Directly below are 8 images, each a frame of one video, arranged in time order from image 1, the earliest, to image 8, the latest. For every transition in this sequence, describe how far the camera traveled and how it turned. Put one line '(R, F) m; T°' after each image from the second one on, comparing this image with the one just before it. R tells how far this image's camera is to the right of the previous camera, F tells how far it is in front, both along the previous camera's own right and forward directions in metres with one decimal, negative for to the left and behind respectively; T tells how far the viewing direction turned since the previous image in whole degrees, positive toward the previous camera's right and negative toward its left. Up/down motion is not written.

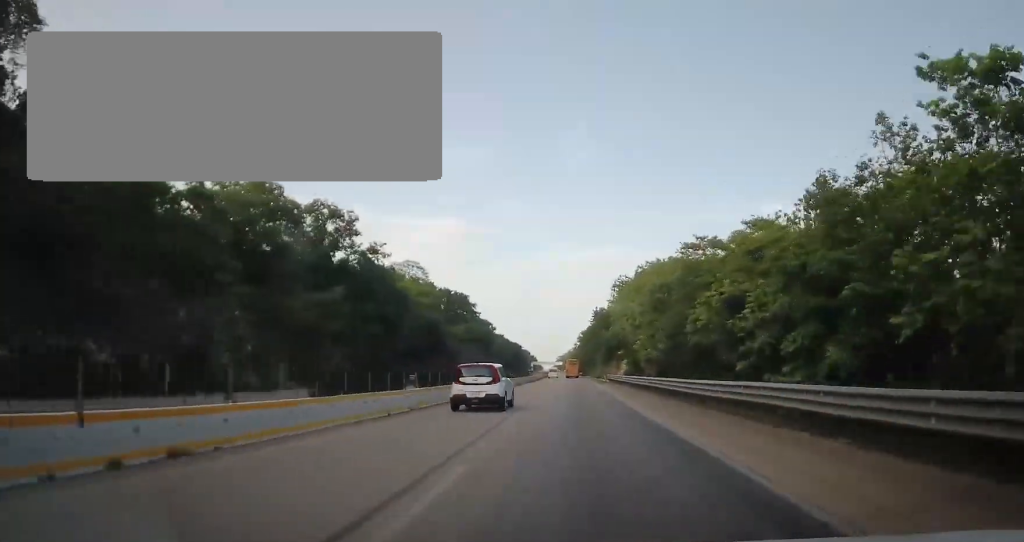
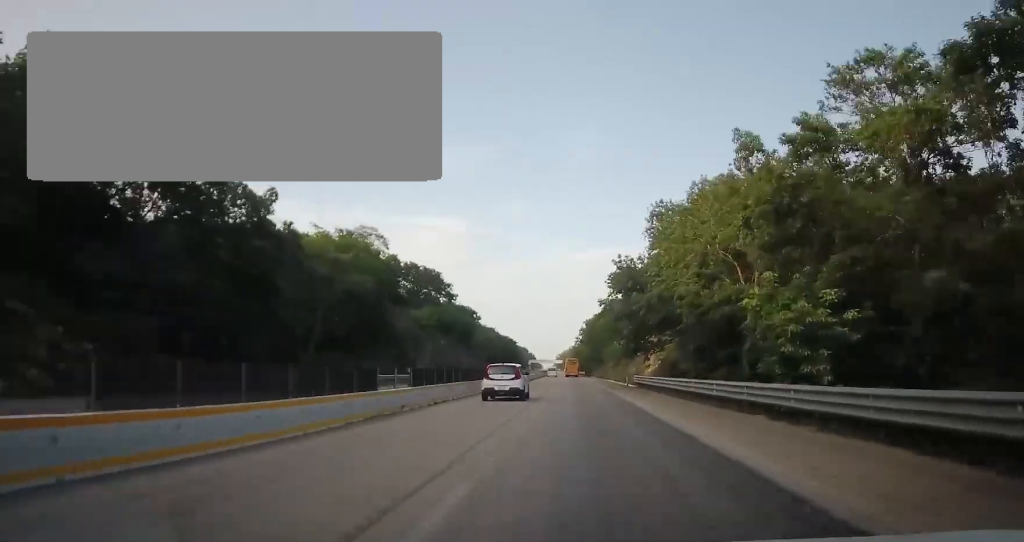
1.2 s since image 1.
(-0.7, +32.0) m; -1°
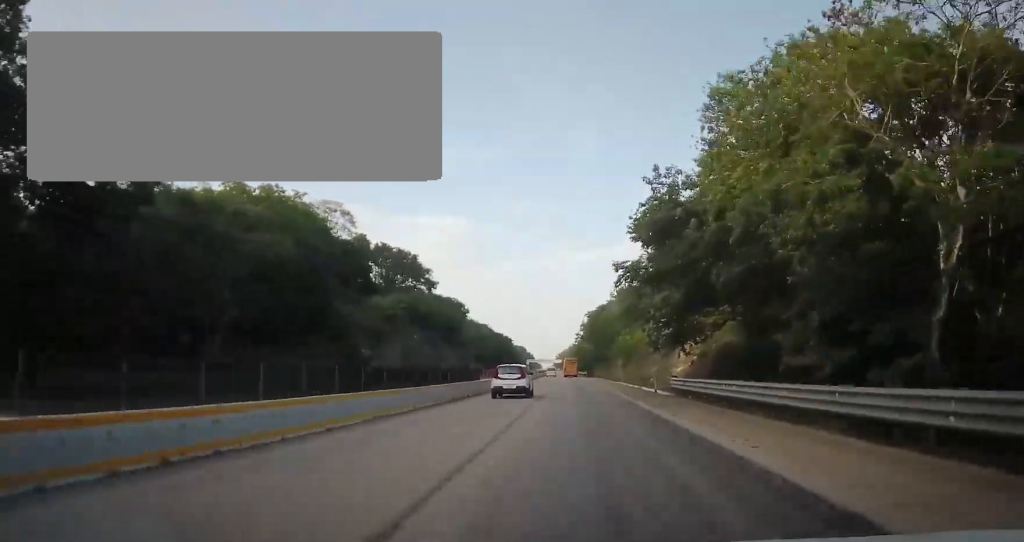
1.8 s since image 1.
(+0.1, +17.5) m; +1°
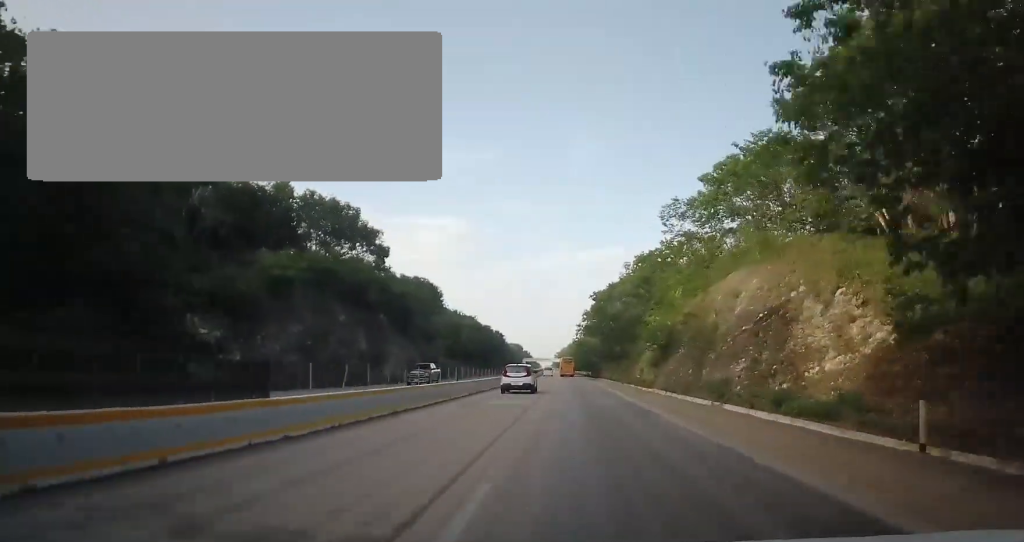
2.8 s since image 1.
(+0.4, +27.8) m; 0°
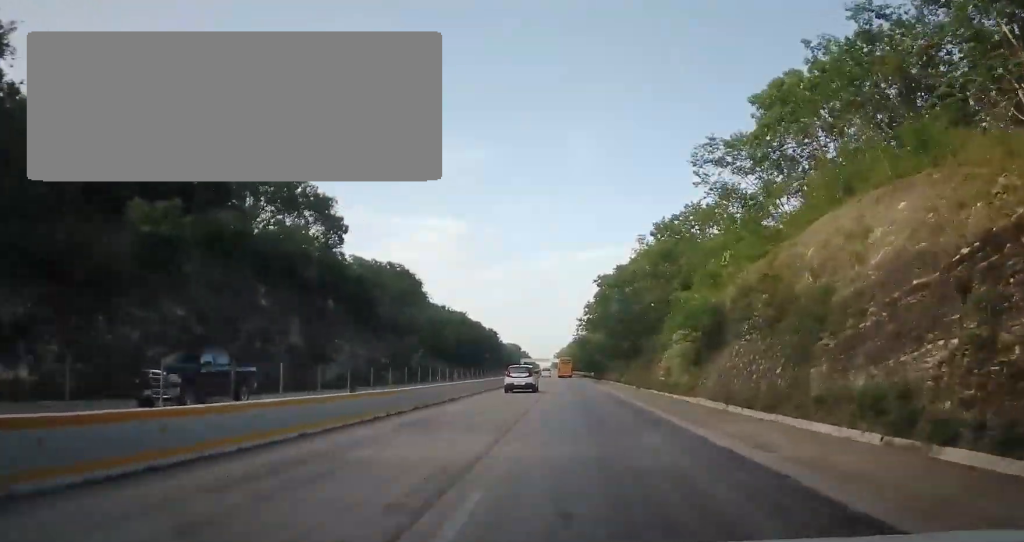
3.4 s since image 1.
(+0.2, +15.4) m; 0°
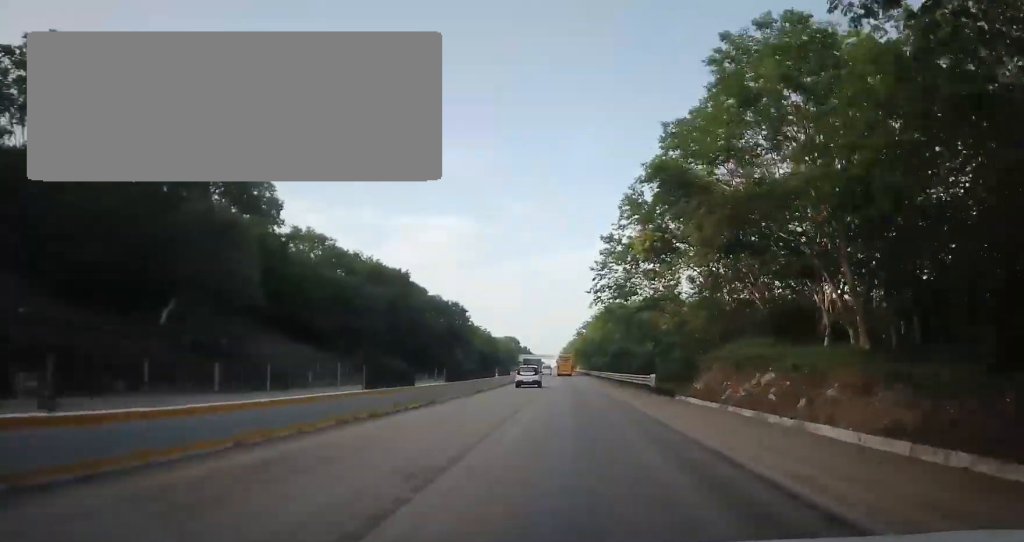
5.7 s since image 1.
(-0.6, +66.3) m; 0°
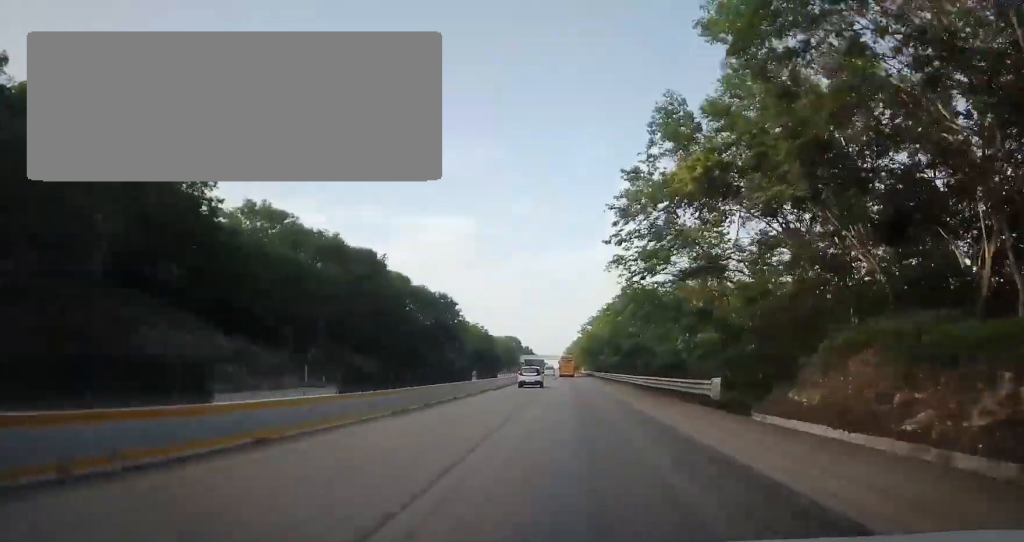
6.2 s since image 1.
(-0.1, +14.4) m; 0°
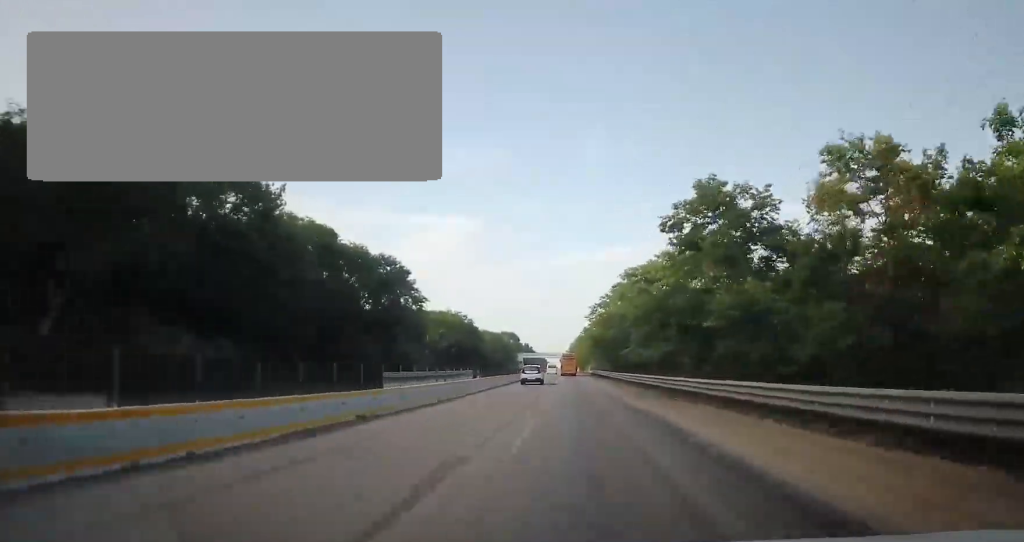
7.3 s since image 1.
(+0.3, +33.0) m; 0°
